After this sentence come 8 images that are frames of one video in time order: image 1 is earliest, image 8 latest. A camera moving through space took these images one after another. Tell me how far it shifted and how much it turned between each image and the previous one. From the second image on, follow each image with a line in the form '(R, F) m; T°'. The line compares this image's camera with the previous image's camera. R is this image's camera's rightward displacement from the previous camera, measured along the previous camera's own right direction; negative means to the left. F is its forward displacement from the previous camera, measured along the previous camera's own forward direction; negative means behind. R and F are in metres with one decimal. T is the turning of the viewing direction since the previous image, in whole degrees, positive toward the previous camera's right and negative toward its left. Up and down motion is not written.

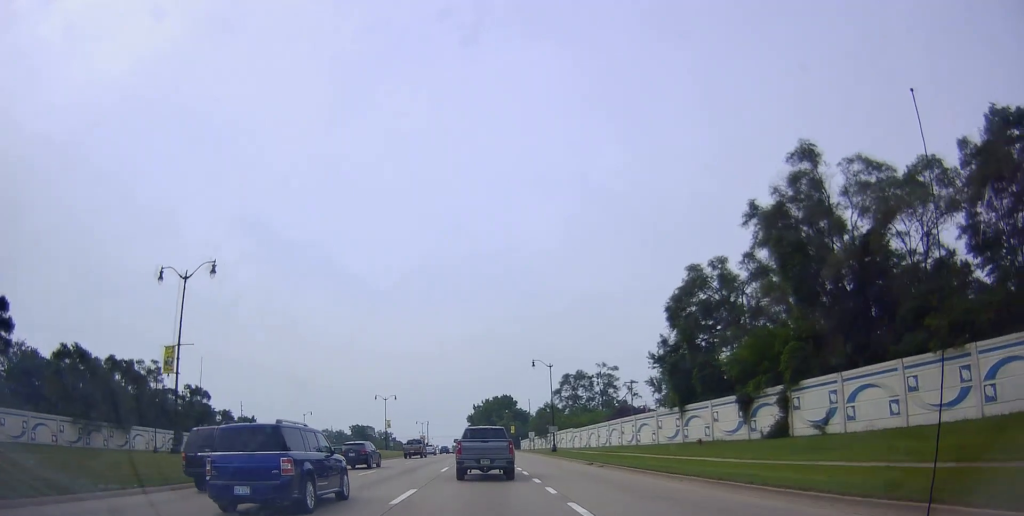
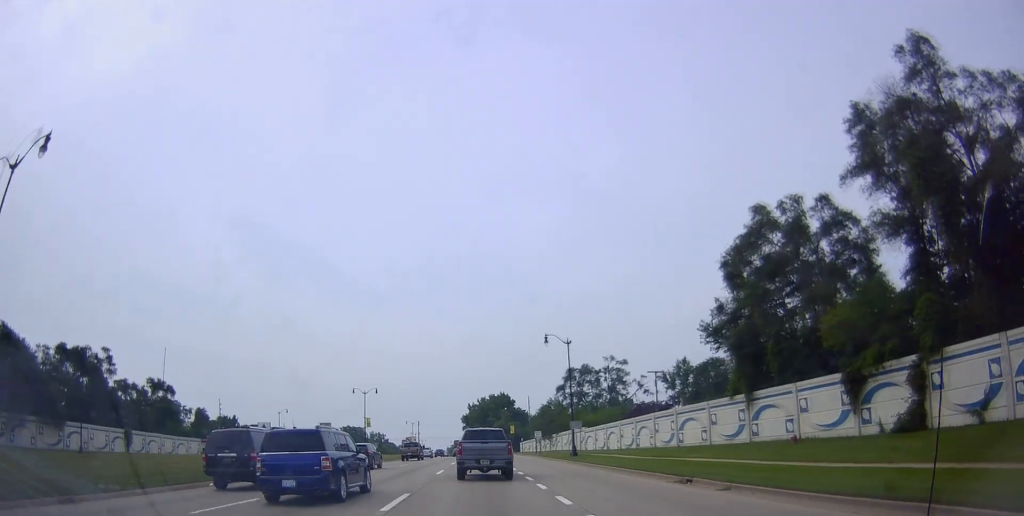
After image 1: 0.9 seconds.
(+0.7, +17.8) m; +1°
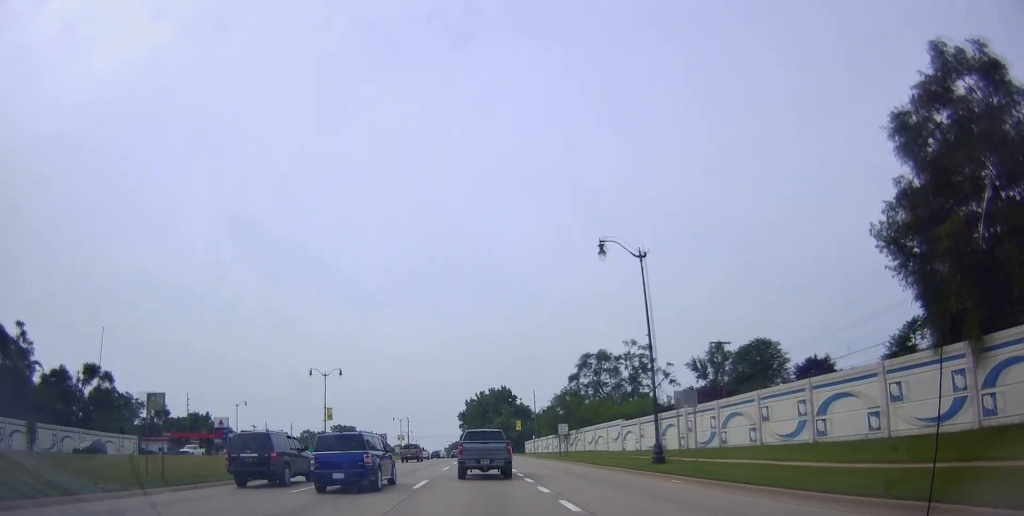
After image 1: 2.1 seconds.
(-0.1, +25.8) m; +1°
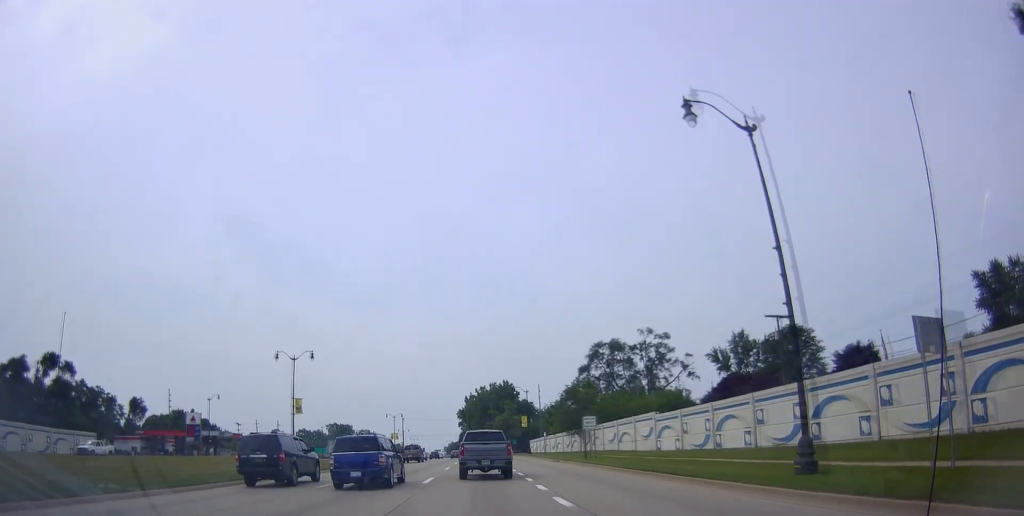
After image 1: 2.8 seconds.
(+0.5, +13.5) m; +1°
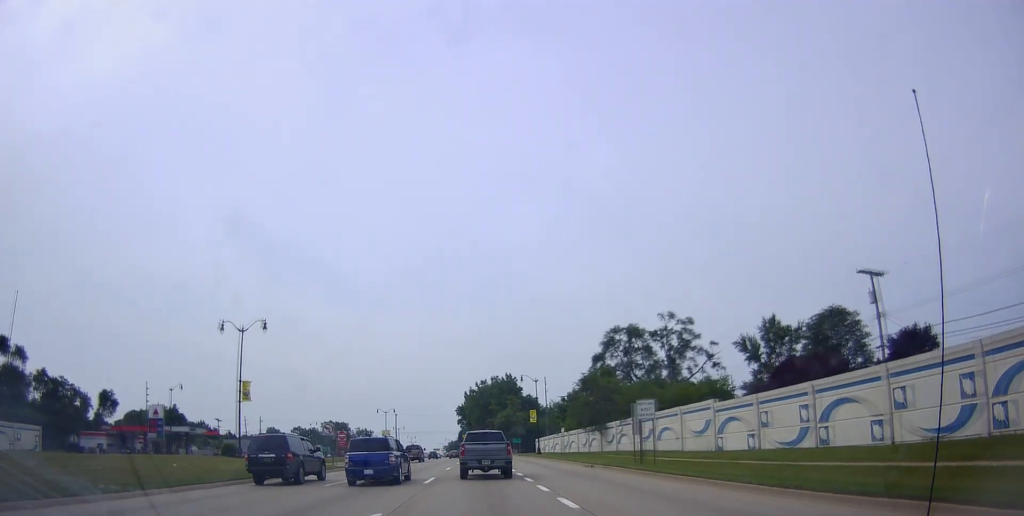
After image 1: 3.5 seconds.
(-0.1, +14.8) m; 0°
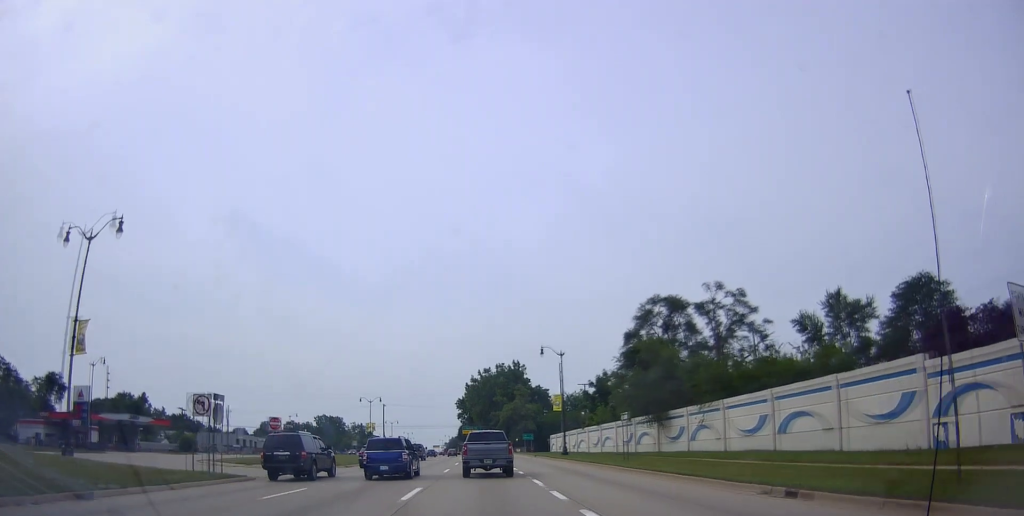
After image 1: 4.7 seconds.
(-0.2, +23.0) m; 0°
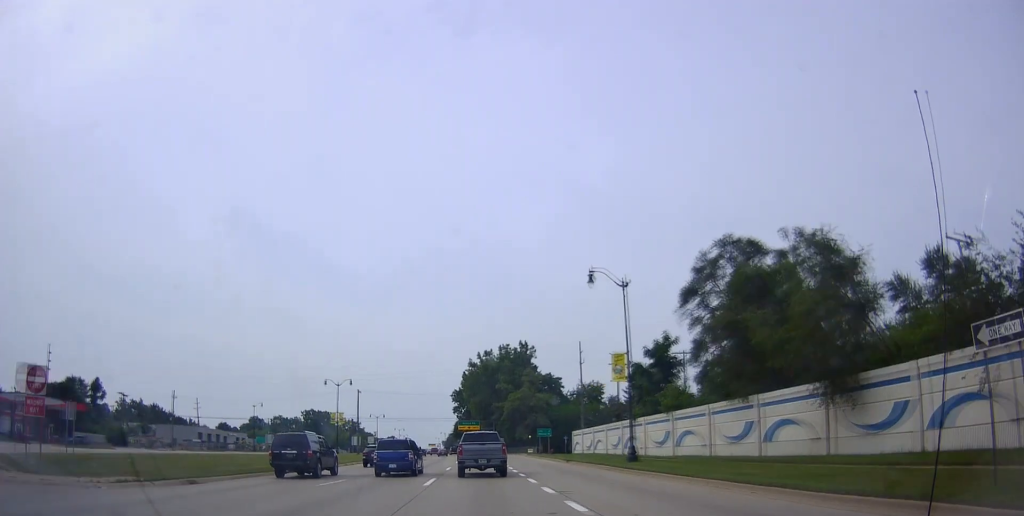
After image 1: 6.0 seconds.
(0.0, +26.6) m; 0°
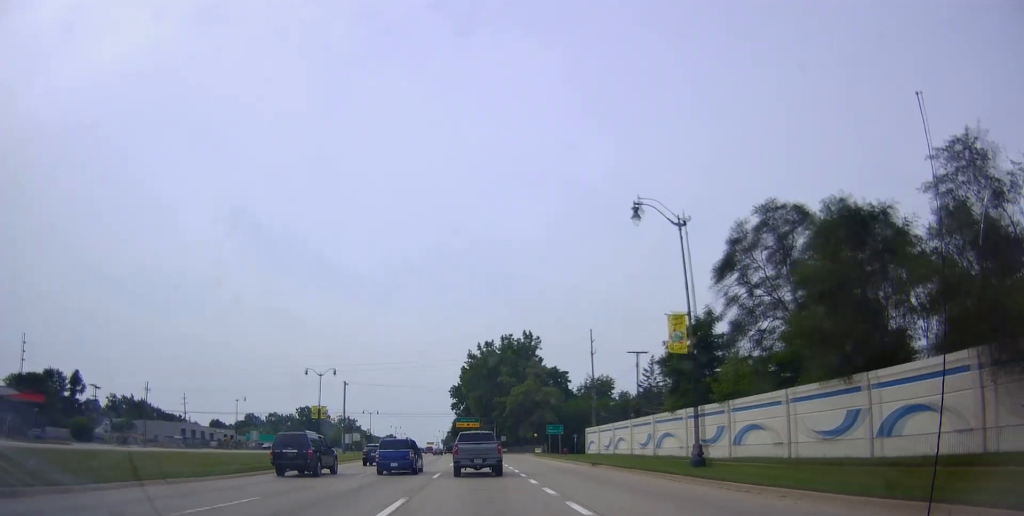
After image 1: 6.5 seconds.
(0.0, +10.2) m; 0°
